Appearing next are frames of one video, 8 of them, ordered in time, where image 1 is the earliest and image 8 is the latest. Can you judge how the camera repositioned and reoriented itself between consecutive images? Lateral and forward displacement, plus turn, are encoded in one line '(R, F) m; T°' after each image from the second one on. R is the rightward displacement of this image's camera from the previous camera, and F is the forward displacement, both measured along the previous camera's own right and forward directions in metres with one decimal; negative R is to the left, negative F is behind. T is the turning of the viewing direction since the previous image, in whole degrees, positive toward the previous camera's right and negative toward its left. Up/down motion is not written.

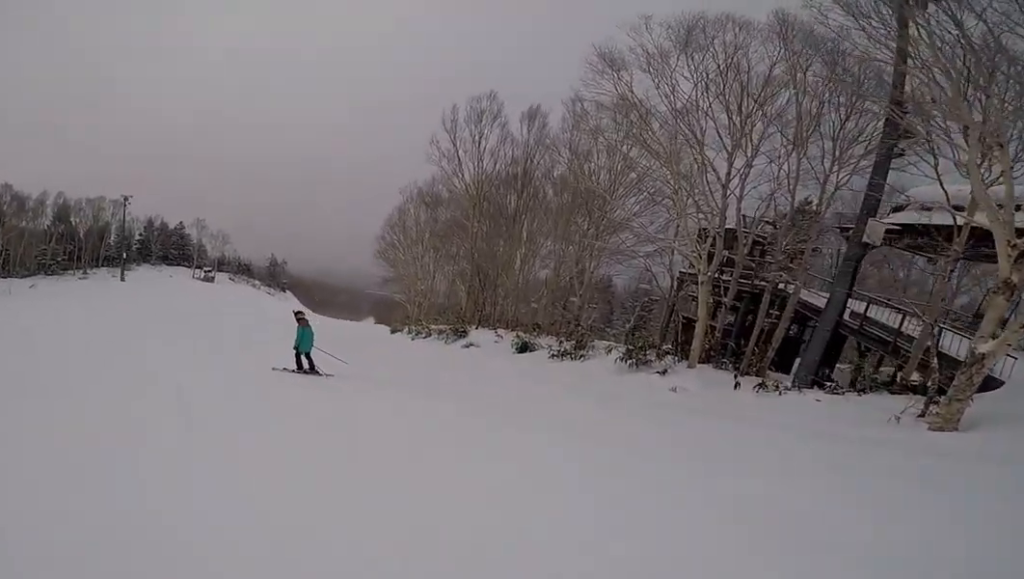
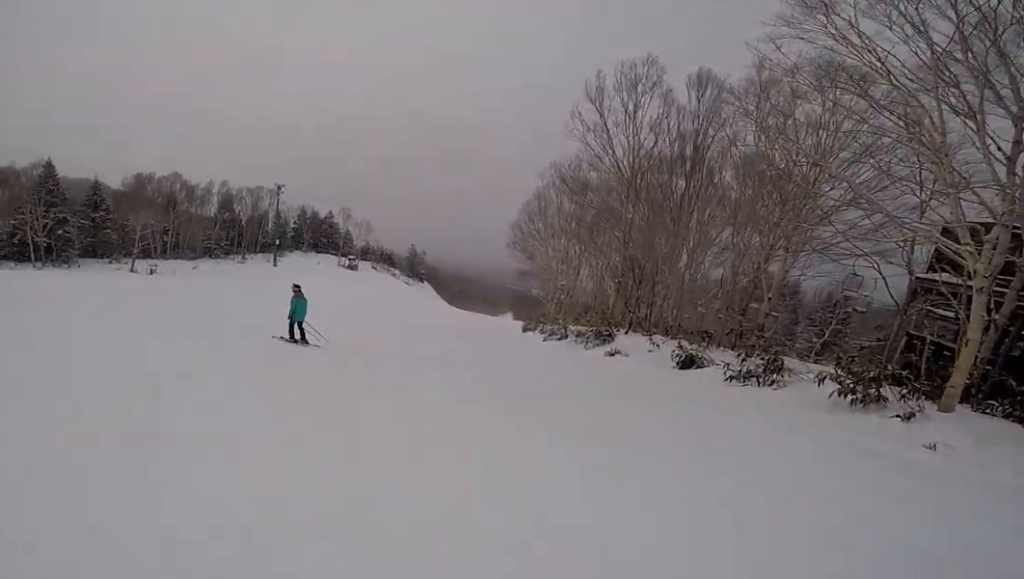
(-0.5, +2.9) m; -25°
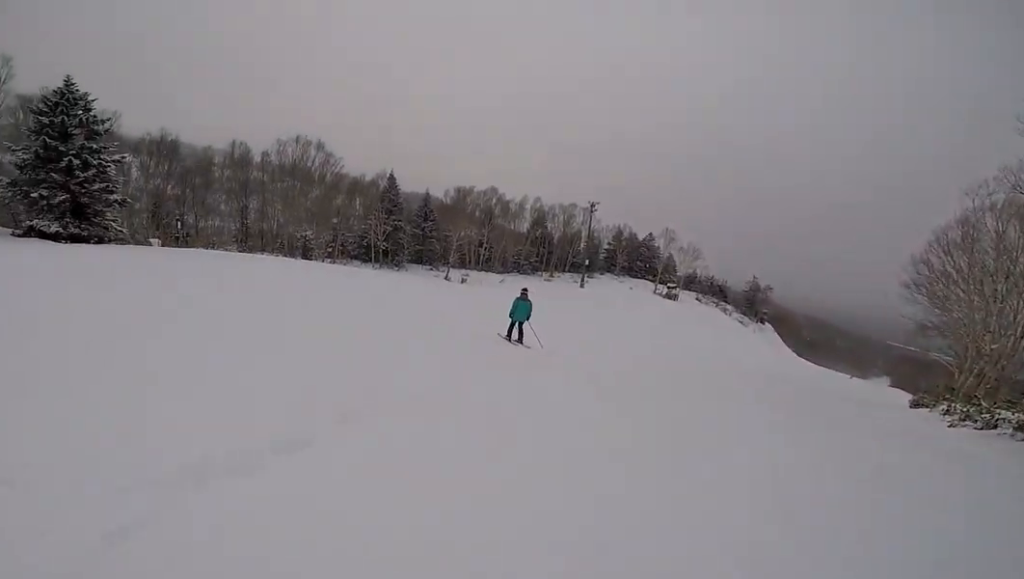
(-0.6, +2.3) m; -18°
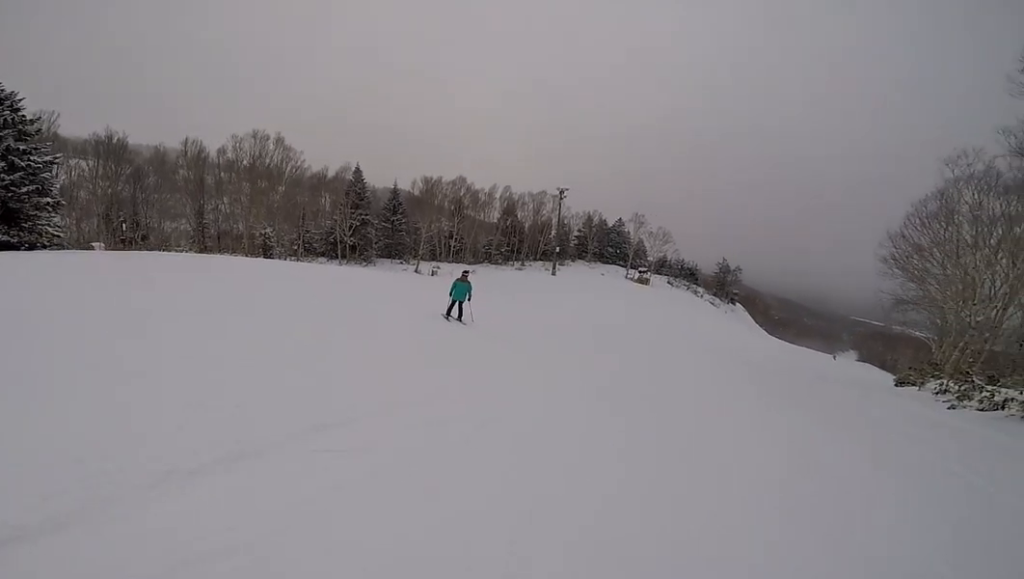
(-0.2, +1.8) m; -9°
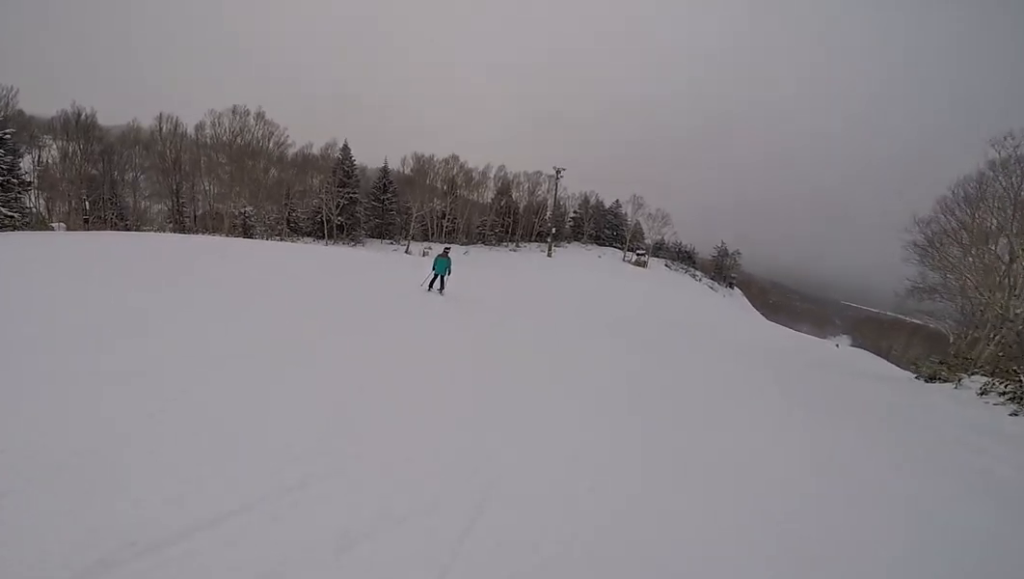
(-0.5, +2.5) m; +1°
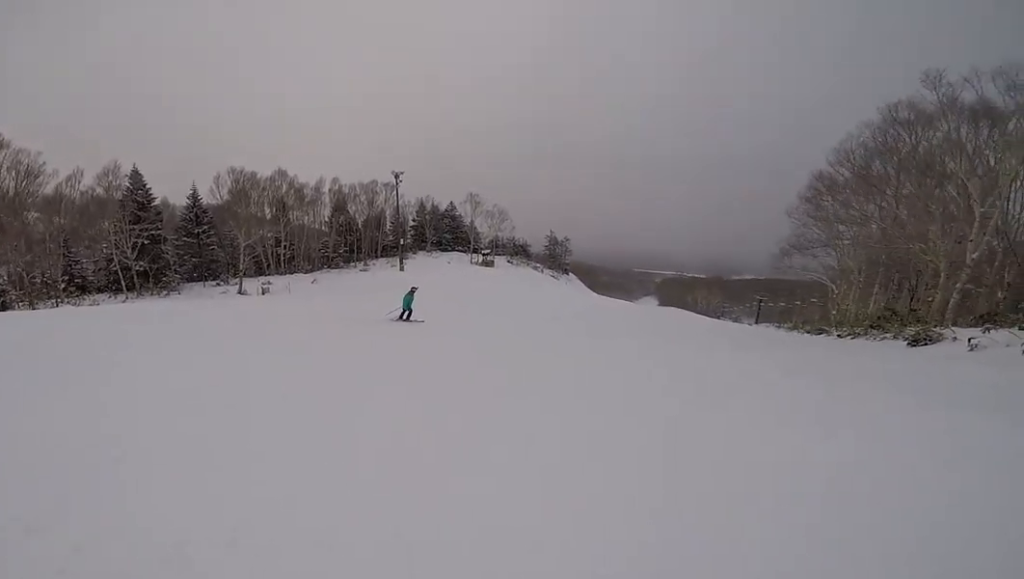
(+0.6, +8.8) m; +6°
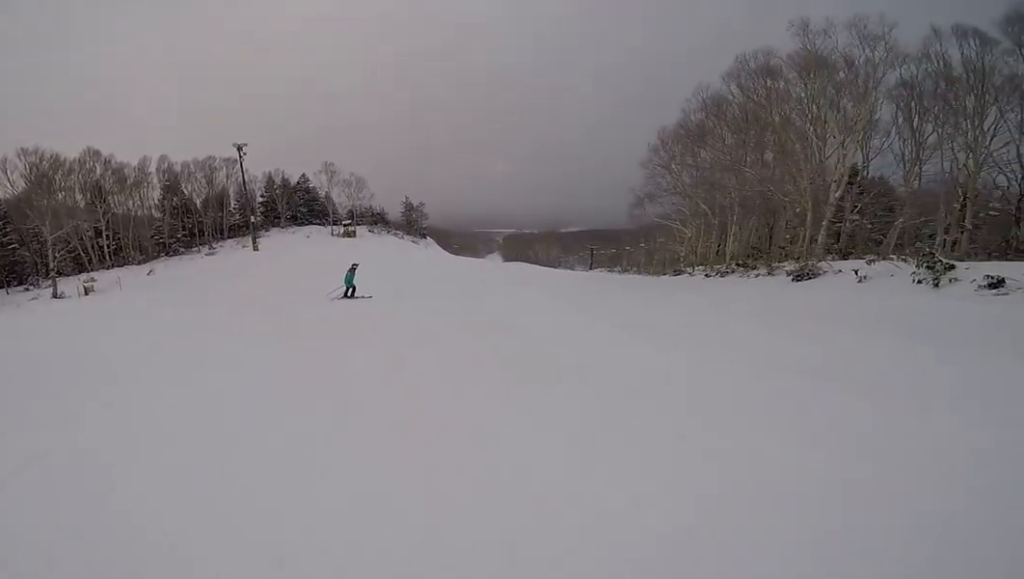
(-0.8, +3.5) m; +8°
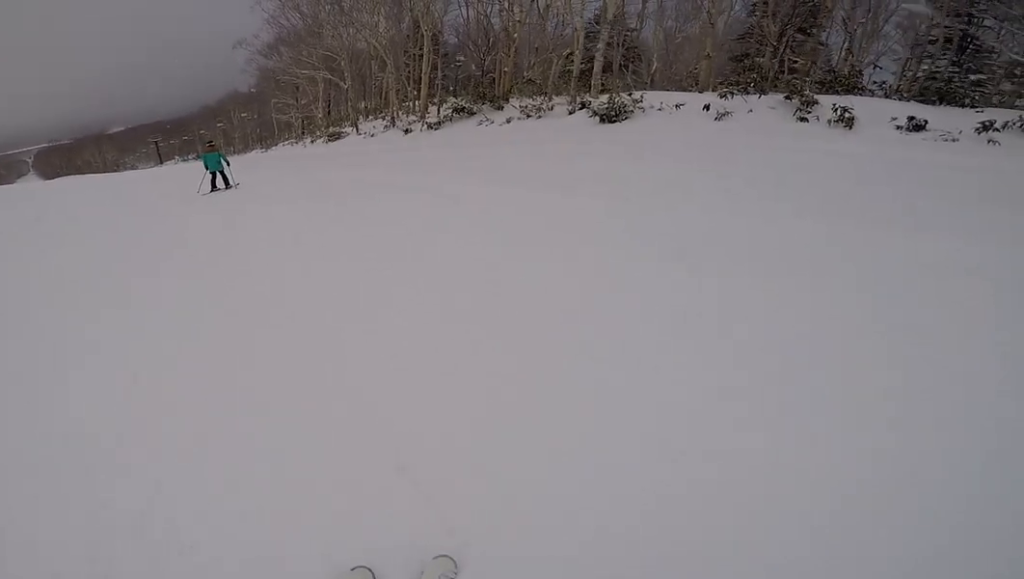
(+7.1, +9.1) m; +61°
